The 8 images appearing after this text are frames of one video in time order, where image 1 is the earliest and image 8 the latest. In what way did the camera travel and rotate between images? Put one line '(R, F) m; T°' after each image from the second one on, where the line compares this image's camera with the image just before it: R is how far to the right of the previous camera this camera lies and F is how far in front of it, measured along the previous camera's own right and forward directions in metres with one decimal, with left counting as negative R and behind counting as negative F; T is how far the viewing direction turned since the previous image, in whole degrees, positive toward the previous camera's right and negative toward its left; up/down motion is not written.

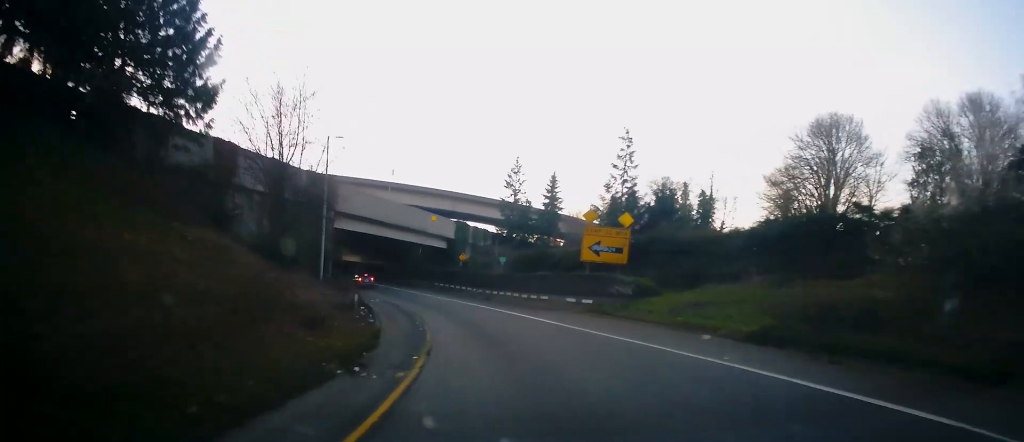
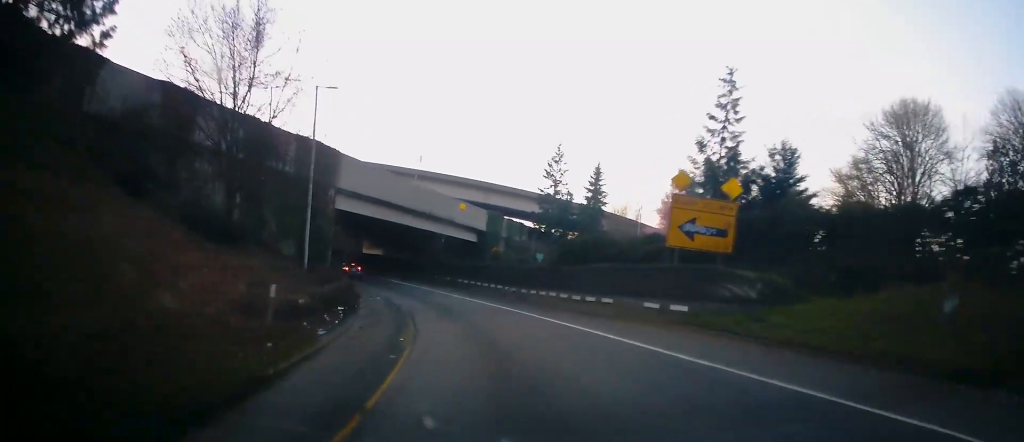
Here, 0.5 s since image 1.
(-0.1, +10.2) m; -1°
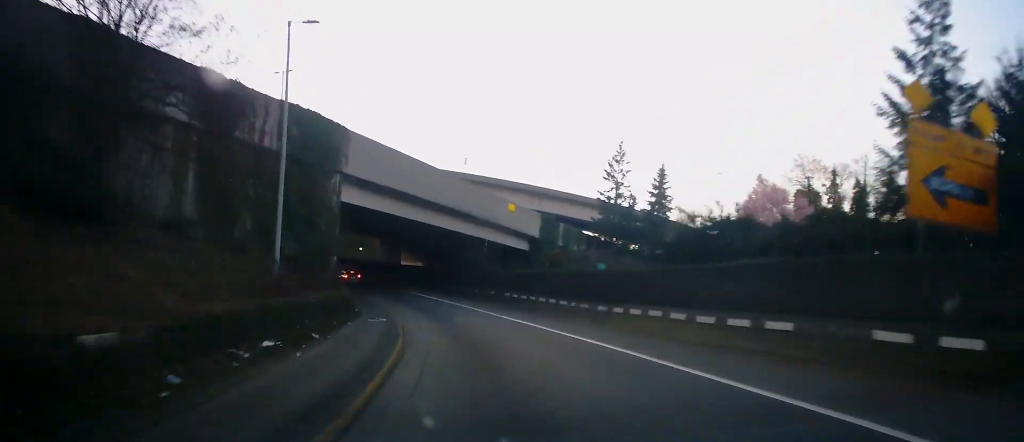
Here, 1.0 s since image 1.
(-0.1, +10.7) m; -2°
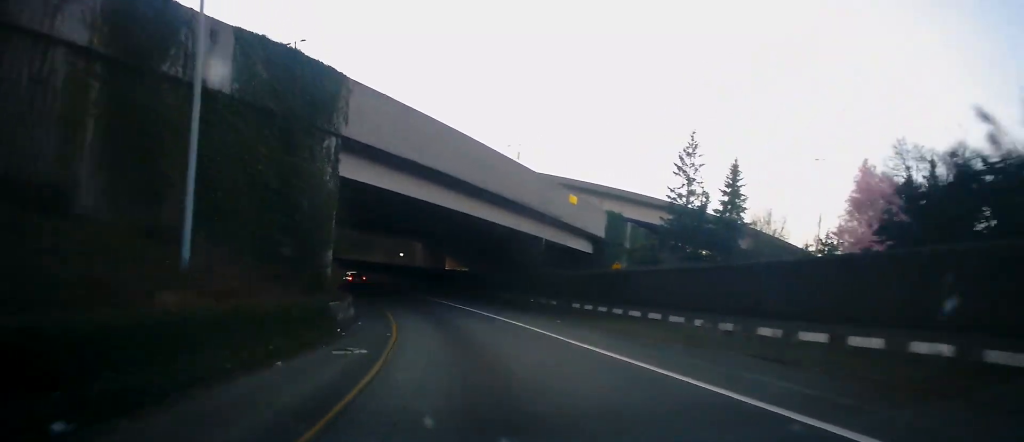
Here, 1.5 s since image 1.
(-0.2, +10.1) m; -4°
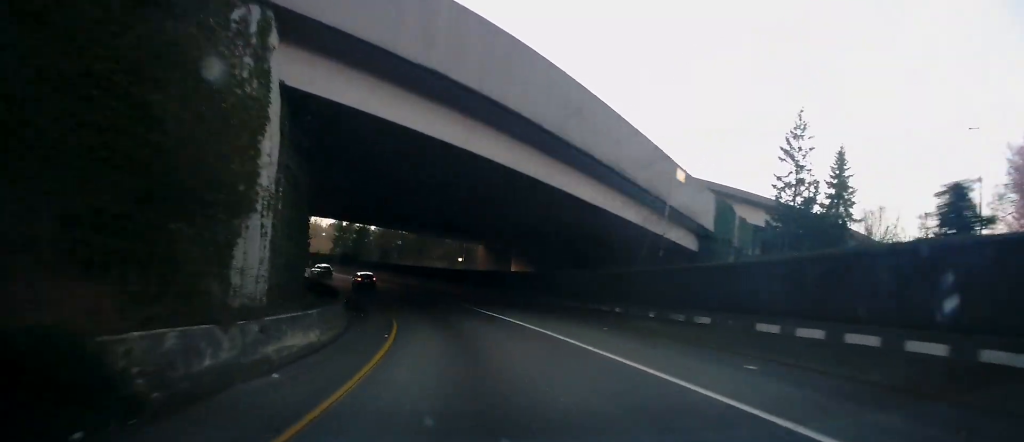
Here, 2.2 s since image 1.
(+0.2, +12.9) m; -6°
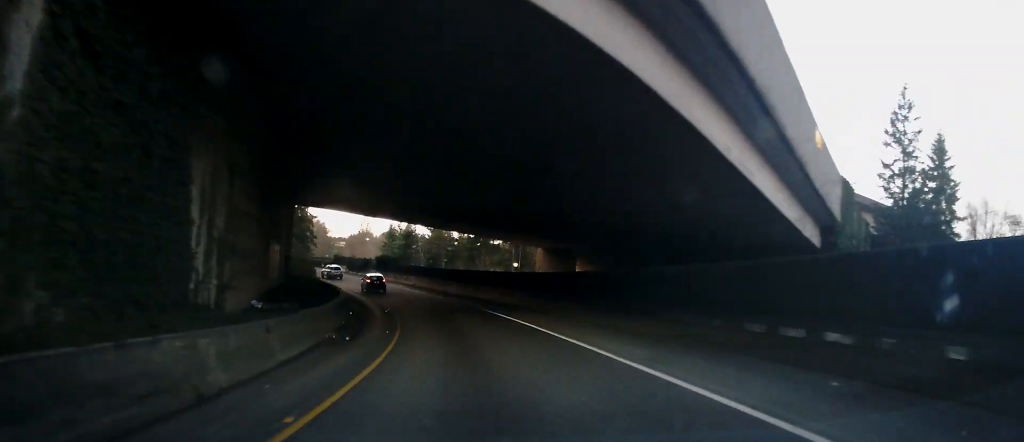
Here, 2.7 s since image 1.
(-1.2, +10.9) m; -7°
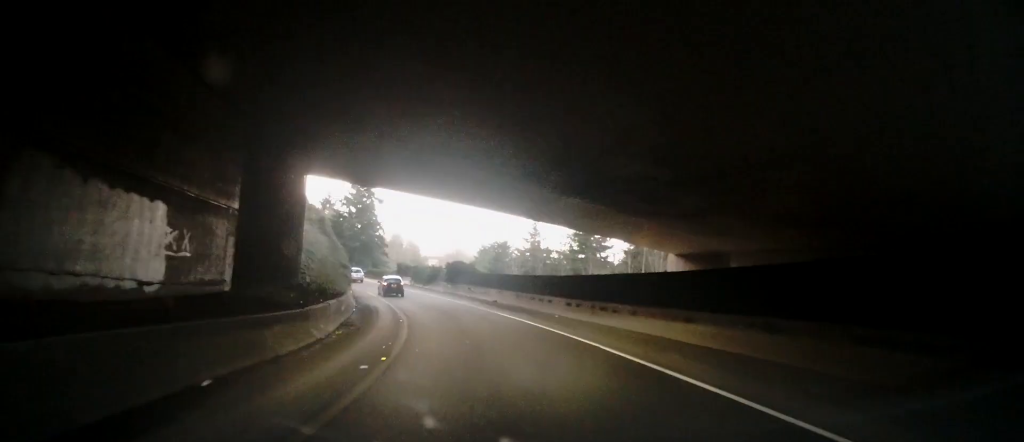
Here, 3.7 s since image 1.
(-2.1, +19.8) m; -11°
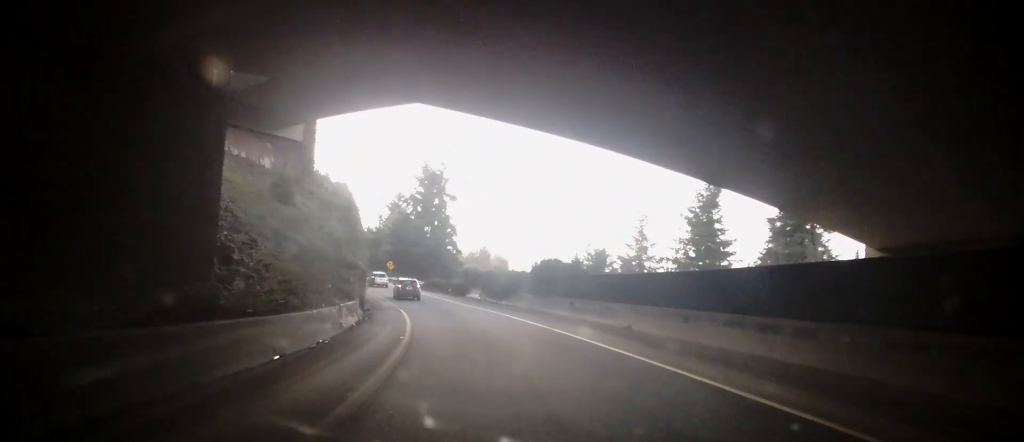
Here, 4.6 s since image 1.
(-1.6, +19.9) m; -8°
